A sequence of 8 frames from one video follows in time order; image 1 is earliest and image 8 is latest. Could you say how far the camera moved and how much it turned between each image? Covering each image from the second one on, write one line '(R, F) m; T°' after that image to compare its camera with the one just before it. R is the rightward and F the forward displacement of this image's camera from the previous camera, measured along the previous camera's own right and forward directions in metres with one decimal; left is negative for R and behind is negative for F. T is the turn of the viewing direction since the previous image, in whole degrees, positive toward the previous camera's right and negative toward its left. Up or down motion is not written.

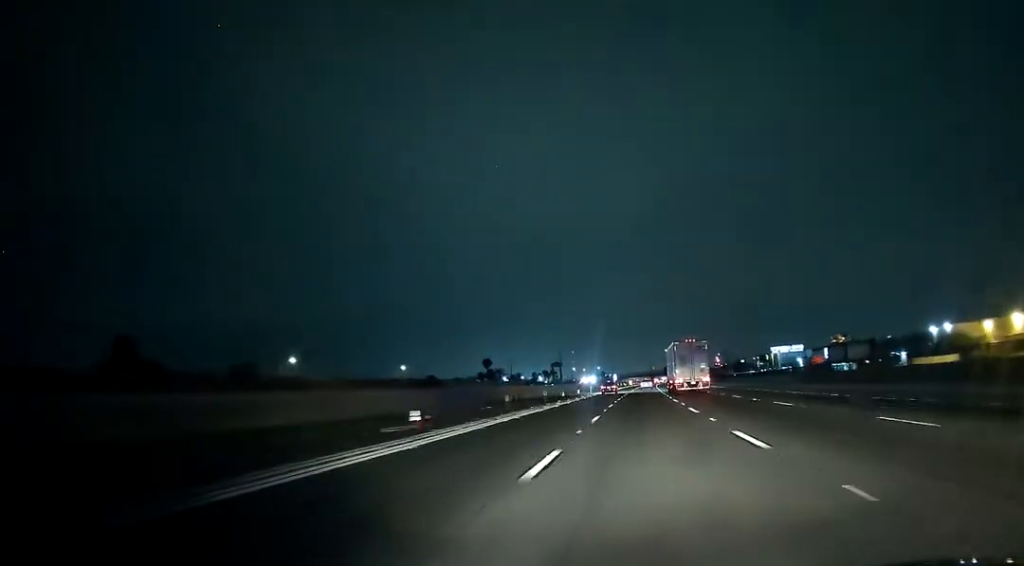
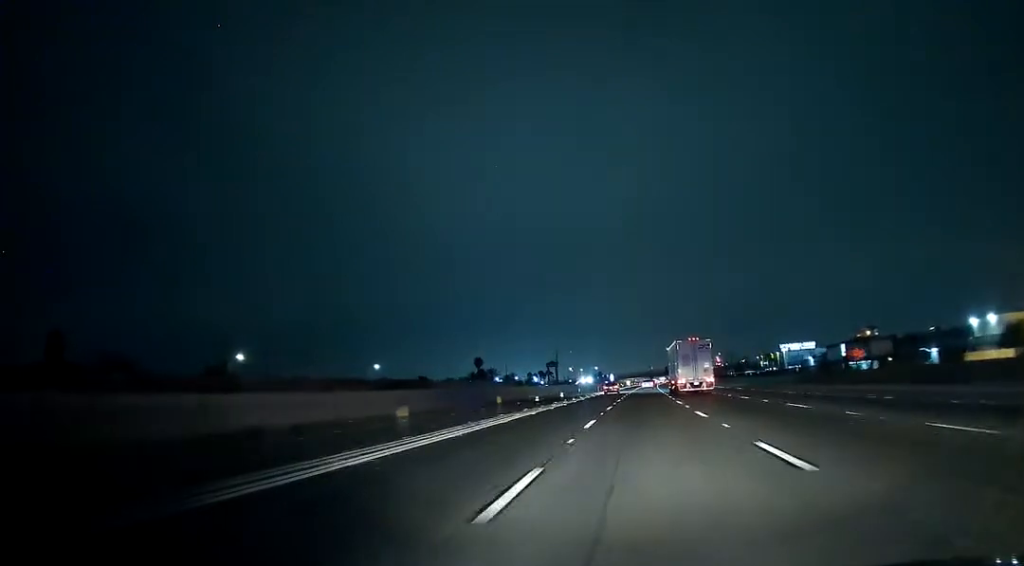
(0.0, +18.2) m; 0°
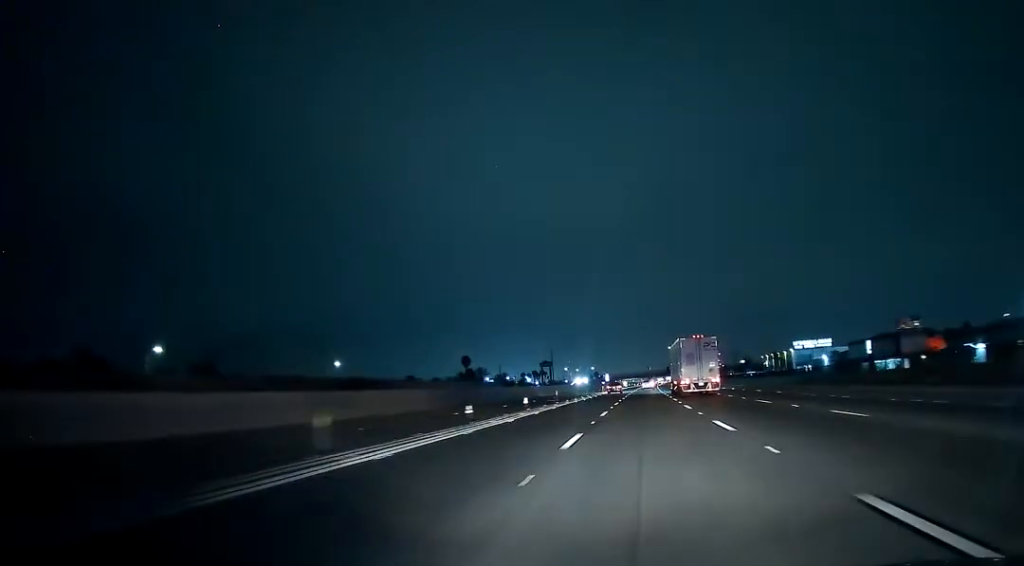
(+0.1, +20.5) m; 0°
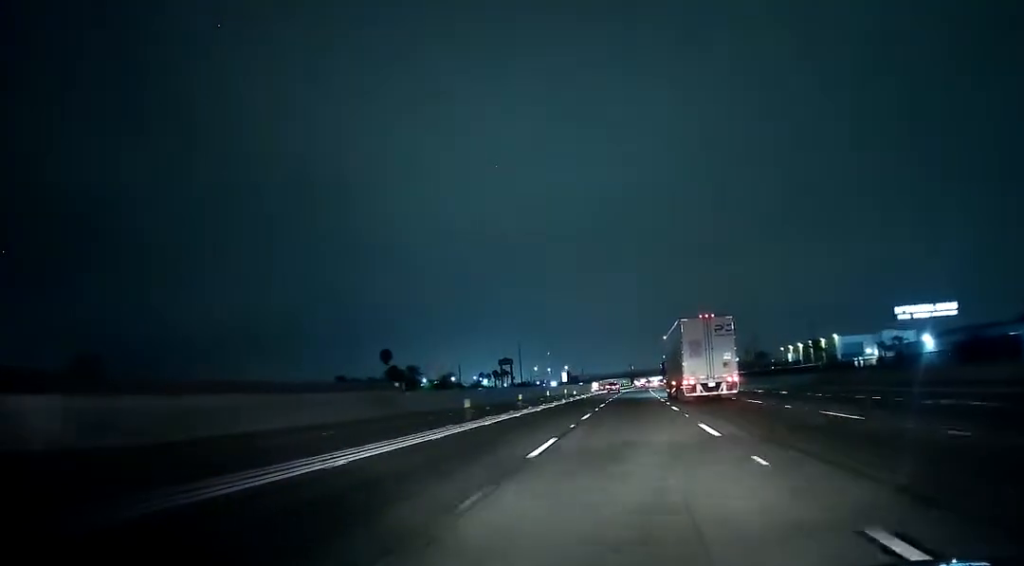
(+1.3, +90.2) m; +1°
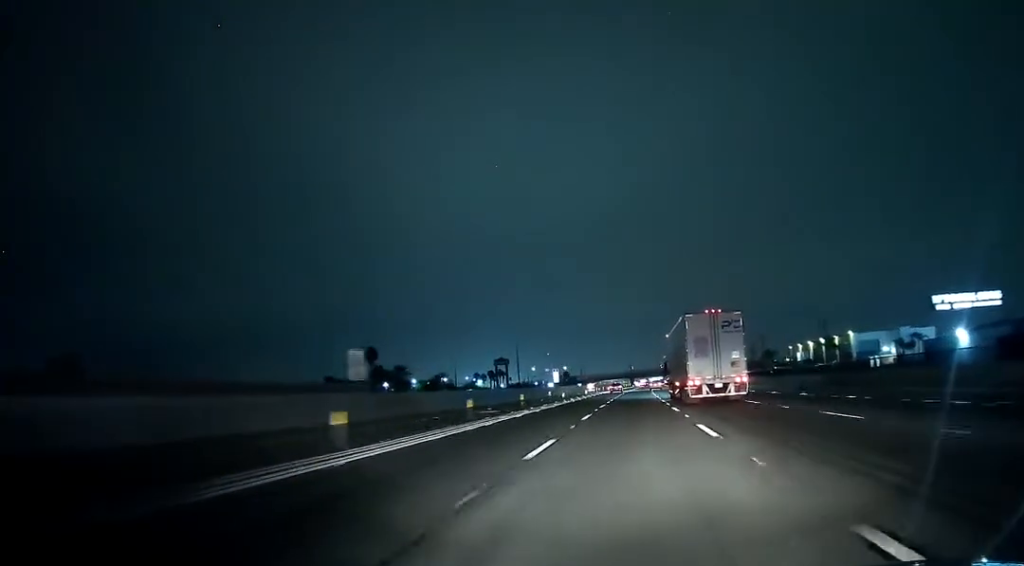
(0.0, +14.2) m; 0°
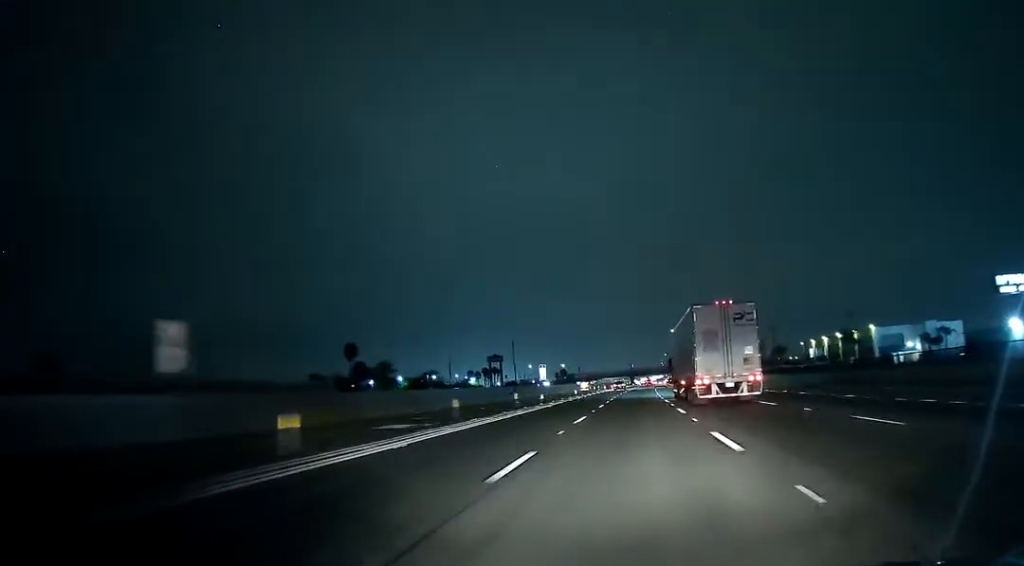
(0.0, +18.7) m; 0°
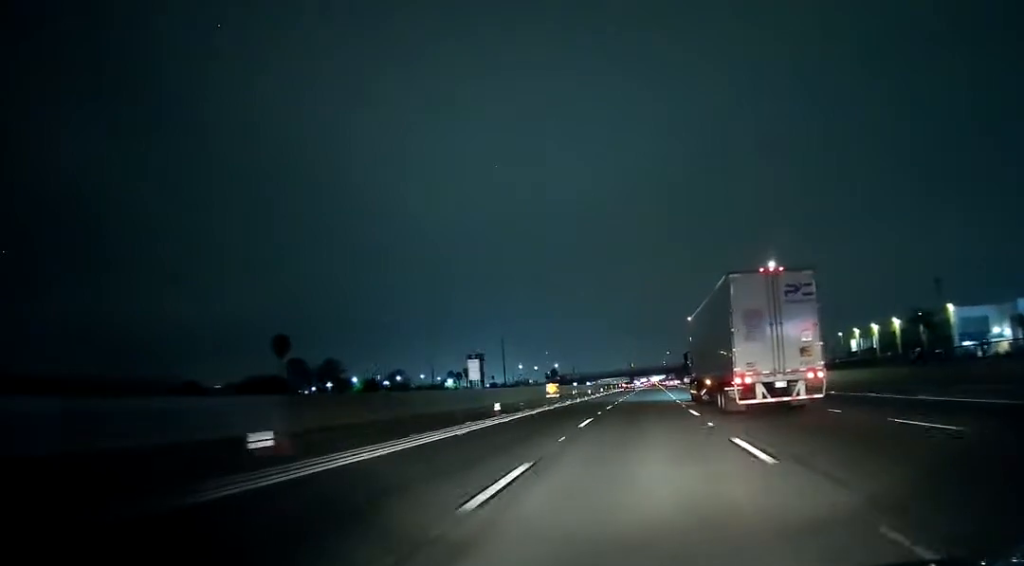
(+0.2, +46.1) m; 0°
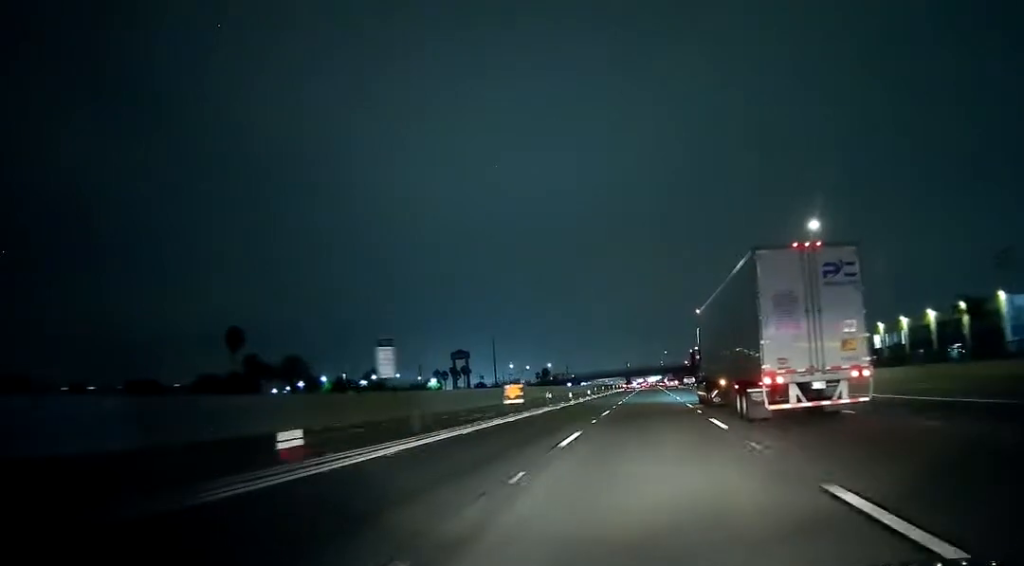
(0.0, +22.0) m; 0°
